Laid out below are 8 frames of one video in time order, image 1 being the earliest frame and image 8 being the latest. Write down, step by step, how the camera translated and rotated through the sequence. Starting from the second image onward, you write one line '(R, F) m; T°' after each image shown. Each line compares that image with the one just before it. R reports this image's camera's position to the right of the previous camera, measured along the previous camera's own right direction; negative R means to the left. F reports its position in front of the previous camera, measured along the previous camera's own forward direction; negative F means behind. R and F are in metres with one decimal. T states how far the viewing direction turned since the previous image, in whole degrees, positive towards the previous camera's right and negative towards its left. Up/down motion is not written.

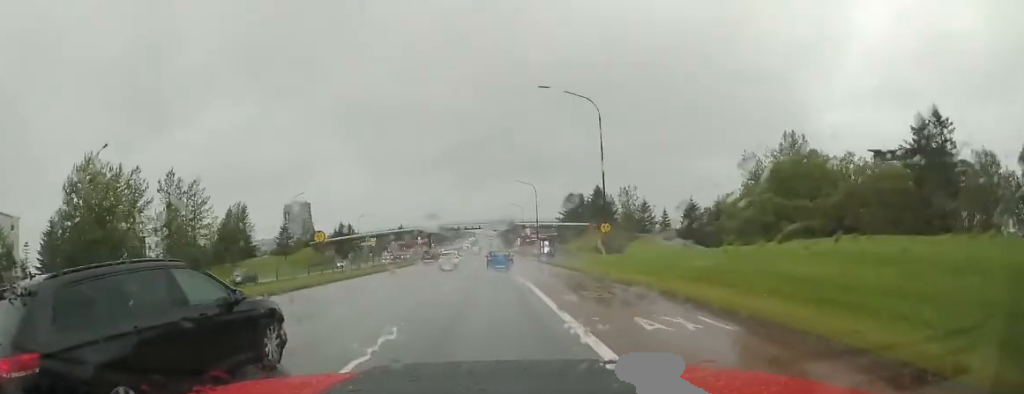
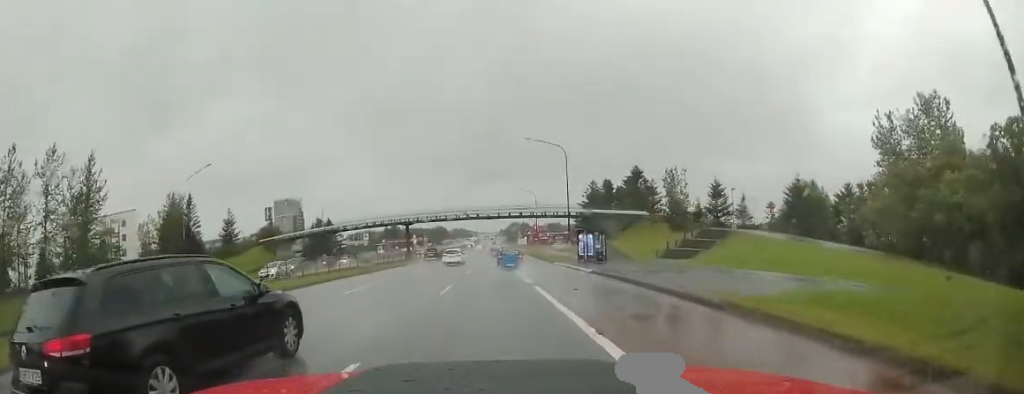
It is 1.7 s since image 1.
(-0.2, +26.9) m; -1°
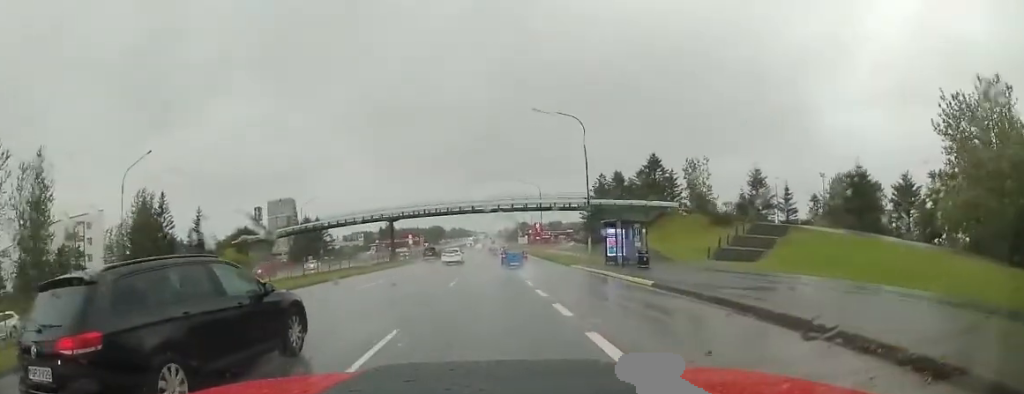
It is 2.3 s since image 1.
(0.0, +9.8) m; 0°
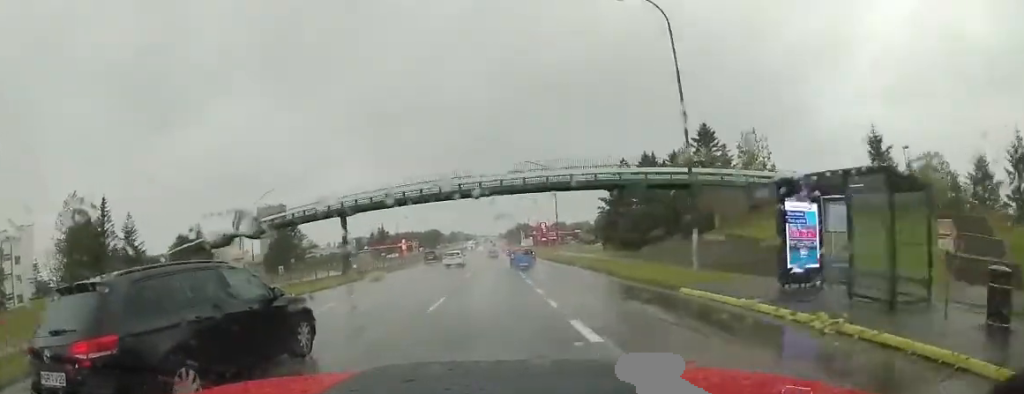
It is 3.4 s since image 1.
(-0.2, +18.8) m; -1°
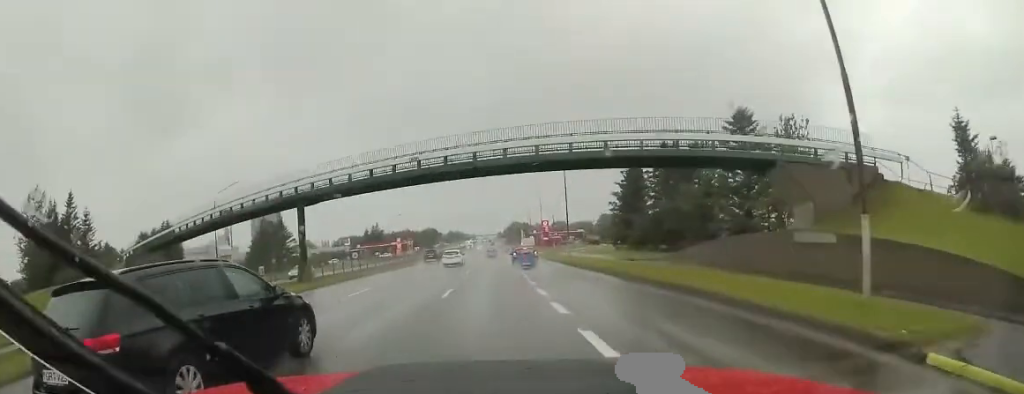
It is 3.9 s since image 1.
(-0.3, +8.8) m; +1°
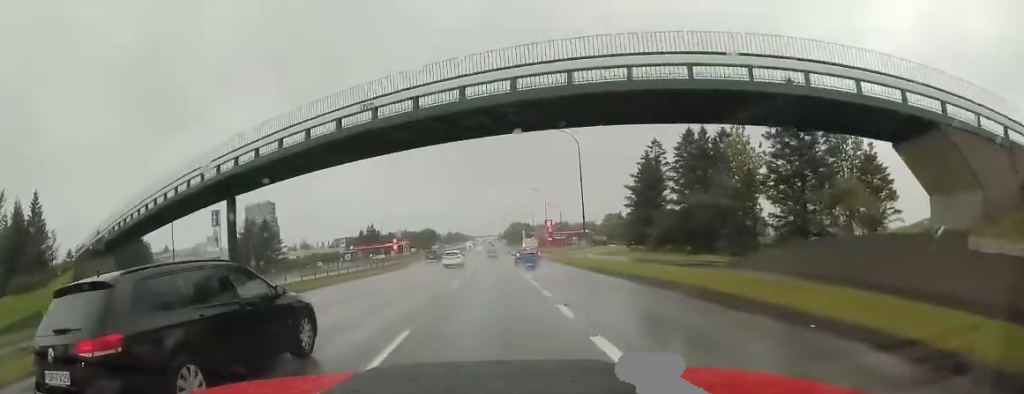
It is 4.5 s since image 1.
(+0.1, +8.8) m; +1°
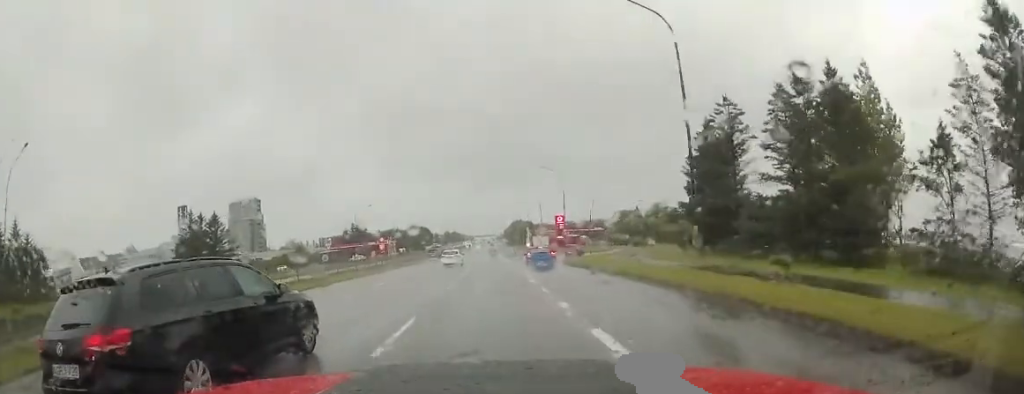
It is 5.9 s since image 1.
(+0.1, +23.0) m; -1°
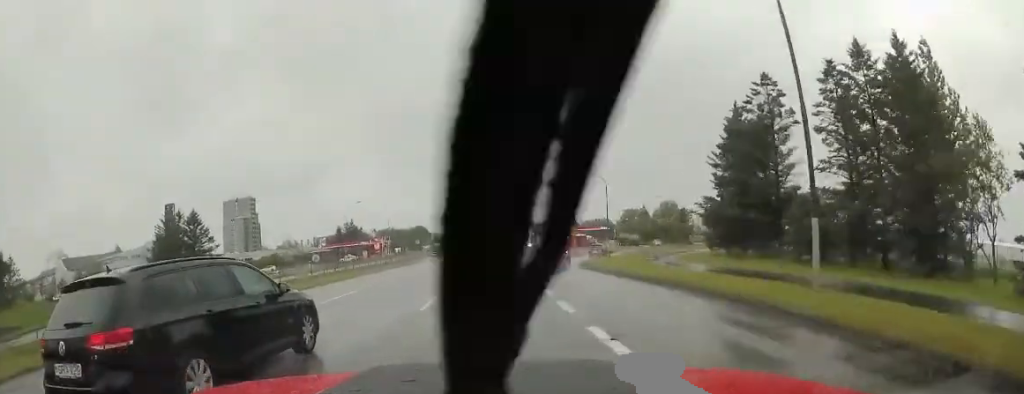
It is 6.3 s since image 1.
(-0.2, +7.6) m; 0°
